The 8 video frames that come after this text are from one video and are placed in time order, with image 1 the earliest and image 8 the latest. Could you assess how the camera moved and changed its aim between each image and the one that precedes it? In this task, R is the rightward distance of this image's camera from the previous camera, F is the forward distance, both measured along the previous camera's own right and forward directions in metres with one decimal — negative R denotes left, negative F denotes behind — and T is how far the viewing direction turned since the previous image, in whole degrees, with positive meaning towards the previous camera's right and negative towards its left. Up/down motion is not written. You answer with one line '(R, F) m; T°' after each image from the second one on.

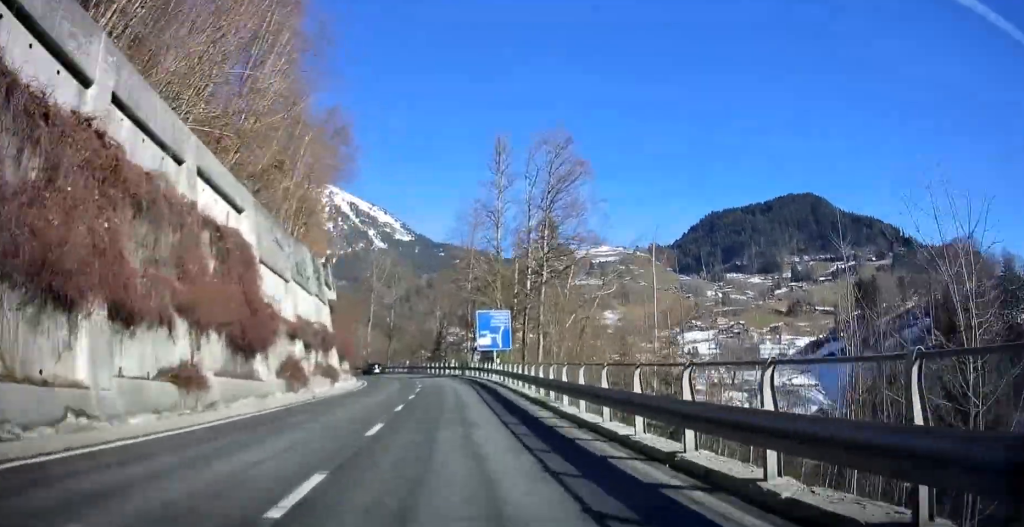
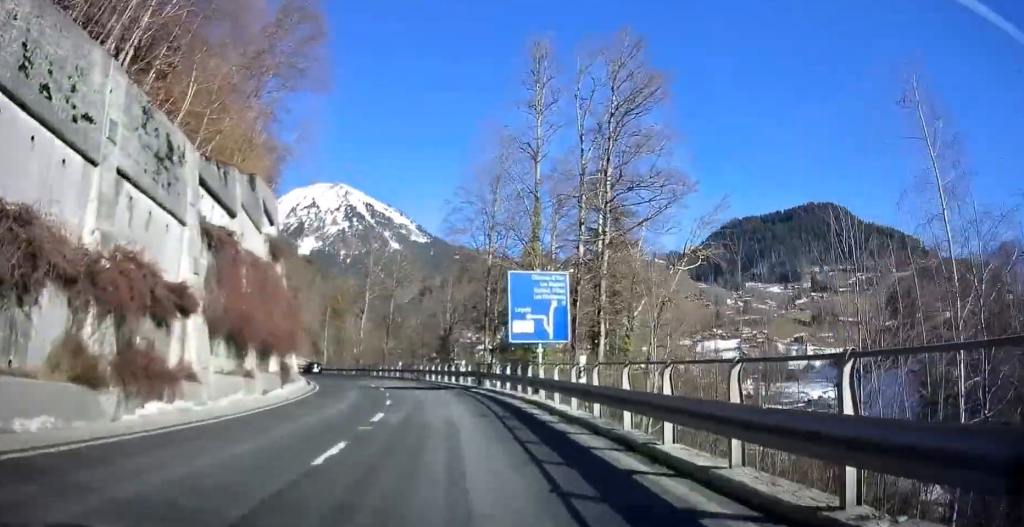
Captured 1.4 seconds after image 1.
(0.0, +21.9) m; -2°
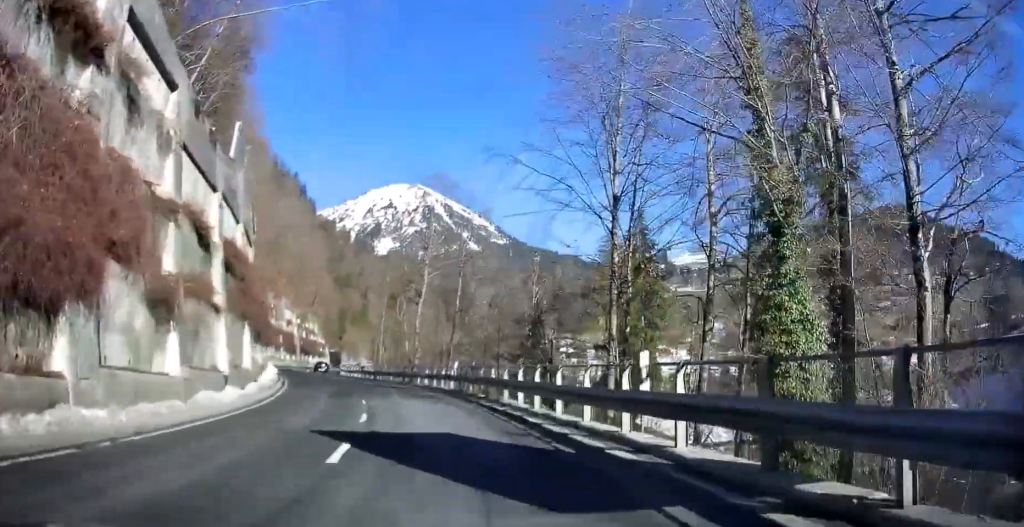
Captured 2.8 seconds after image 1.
(-0.7, +23.7) m; -4°
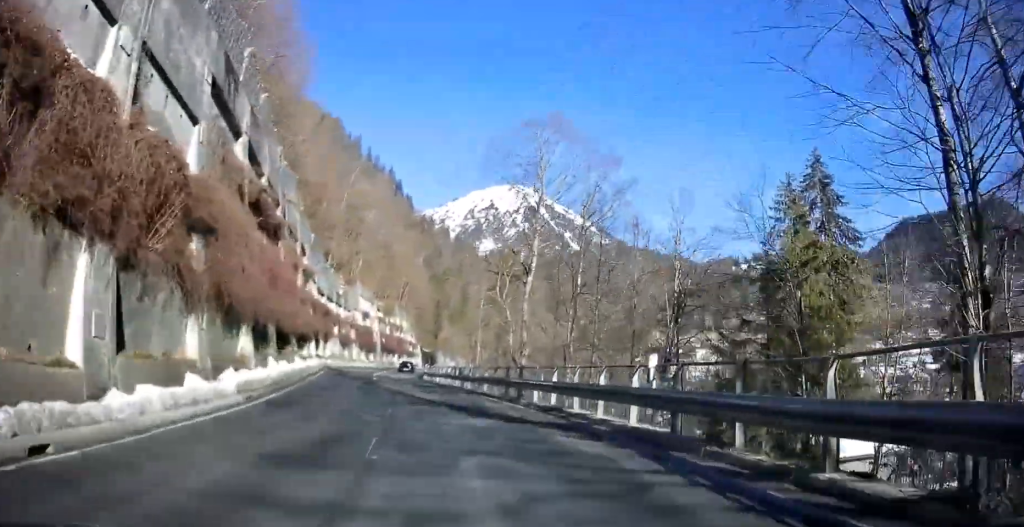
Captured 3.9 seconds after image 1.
(-0.7, +18.2) m; -7°
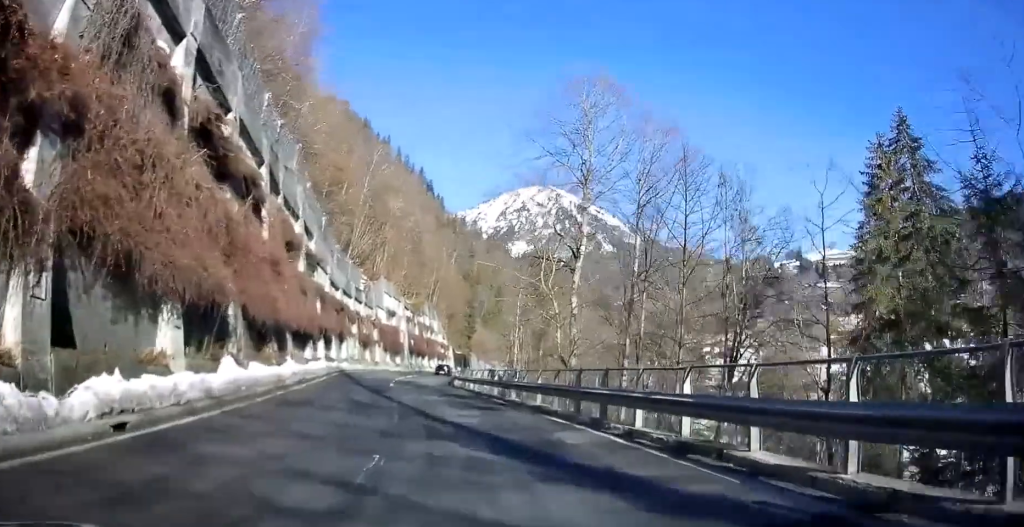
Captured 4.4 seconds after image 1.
(-0.5, +7.7) m; -4°
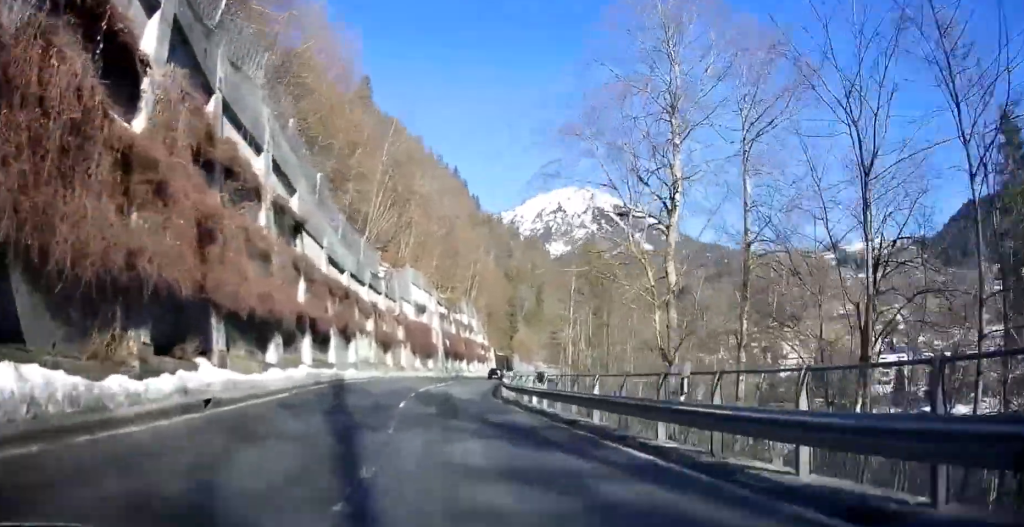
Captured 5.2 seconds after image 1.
(-0.8, +13.3) m; -6°
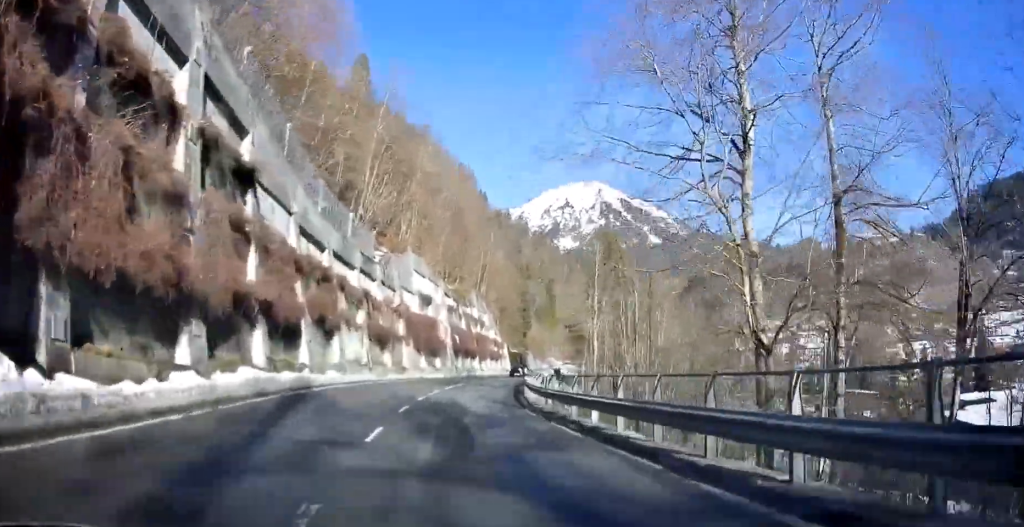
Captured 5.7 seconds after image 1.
(-0.4, +7.9) m; -1°
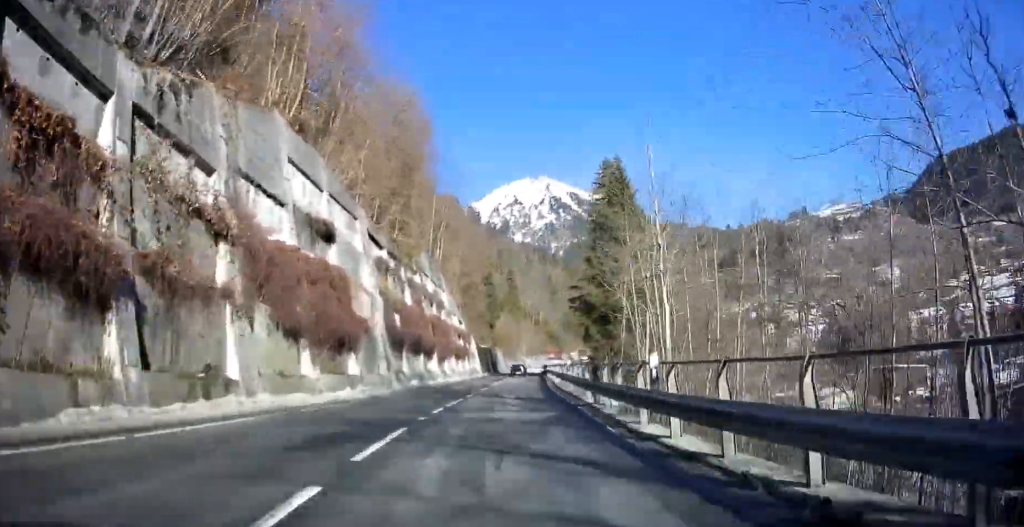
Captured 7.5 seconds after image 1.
(+0.2, +31.0) m; +3°
